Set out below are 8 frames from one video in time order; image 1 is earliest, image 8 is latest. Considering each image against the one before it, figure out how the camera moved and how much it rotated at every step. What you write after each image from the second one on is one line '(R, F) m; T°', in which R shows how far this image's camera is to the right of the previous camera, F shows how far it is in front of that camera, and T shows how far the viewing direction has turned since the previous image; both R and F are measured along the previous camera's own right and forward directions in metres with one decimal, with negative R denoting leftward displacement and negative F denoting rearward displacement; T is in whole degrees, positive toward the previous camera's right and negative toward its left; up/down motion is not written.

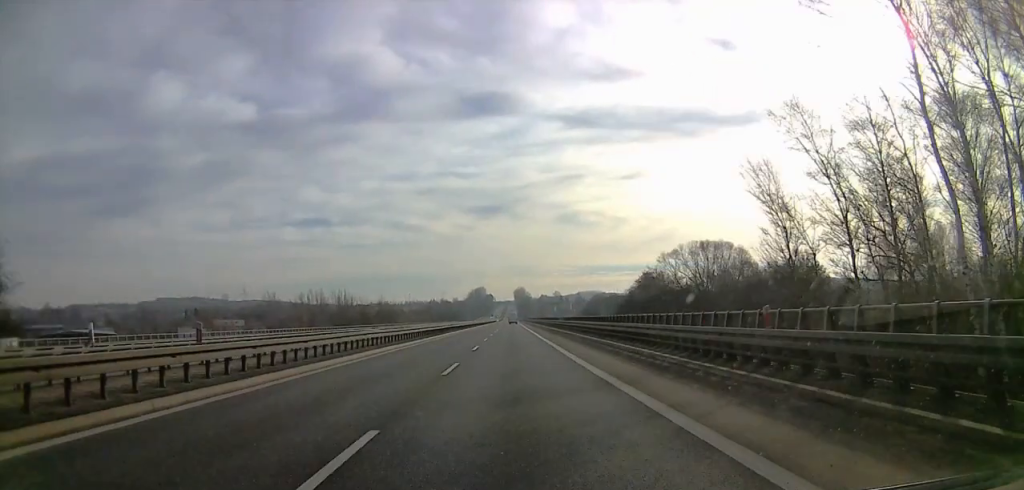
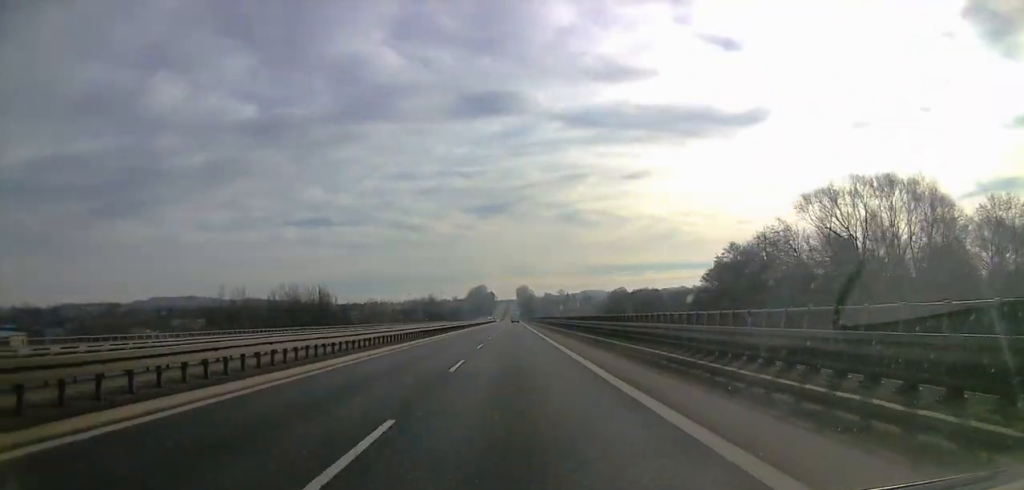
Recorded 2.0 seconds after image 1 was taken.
(-1.2, +45.4) m; -2°
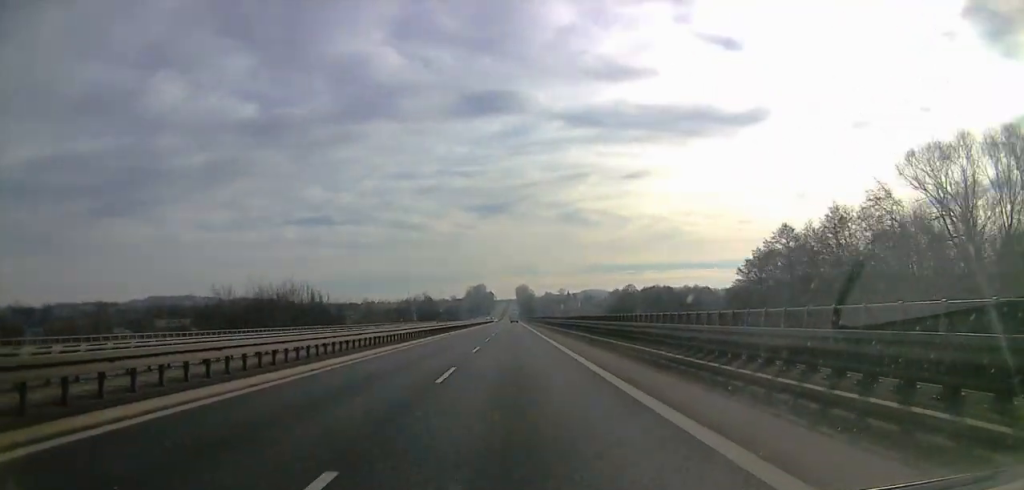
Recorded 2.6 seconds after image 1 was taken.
(0.0, +14.9) m; +1°
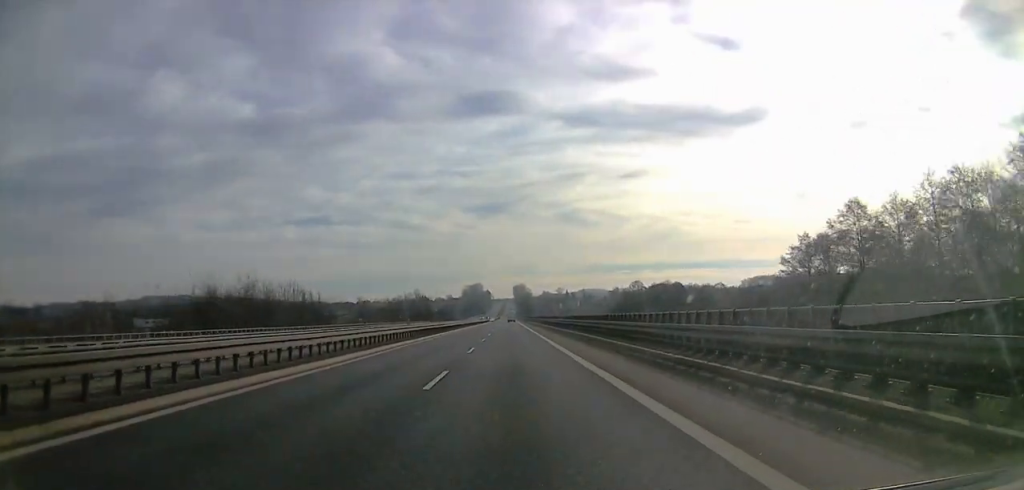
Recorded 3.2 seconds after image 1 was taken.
(+0.2, +14.1) m; +1°
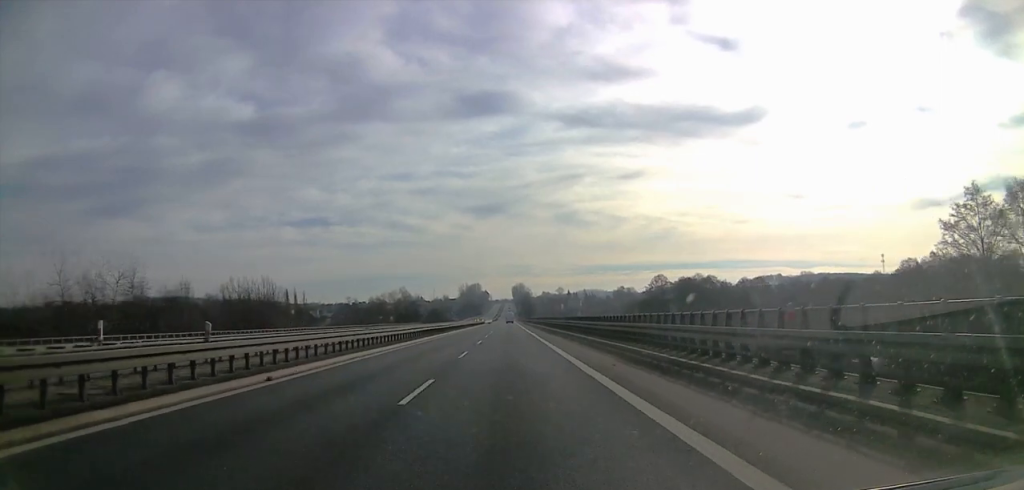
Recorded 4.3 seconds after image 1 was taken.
(+0.2, +25.7) m; 0°
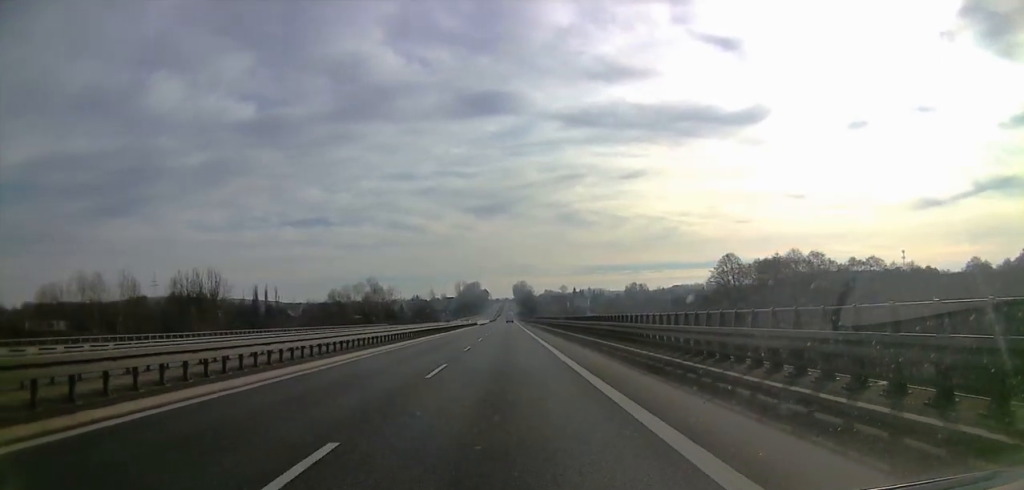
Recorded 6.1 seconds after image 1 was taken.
(0.0, +43.2) m; 0°
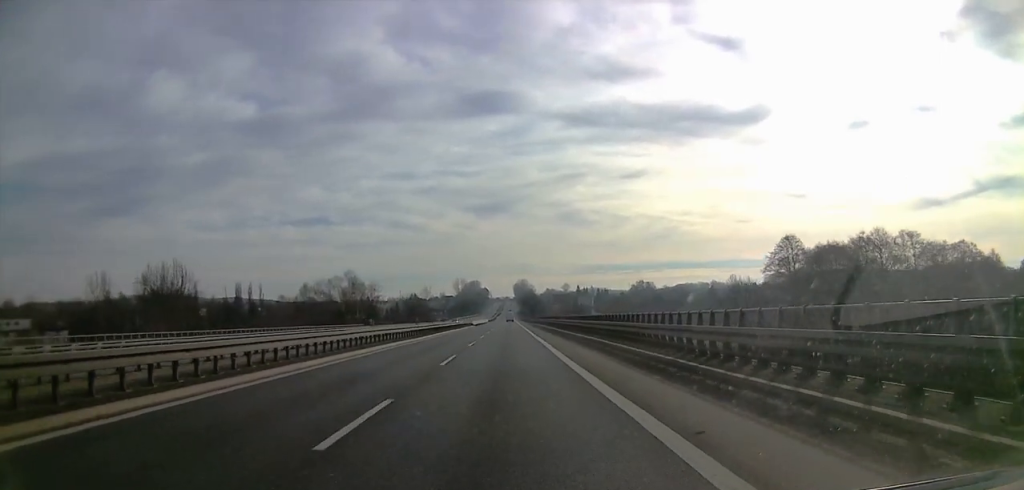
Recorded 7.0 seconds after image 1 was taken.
(0.0, +20.4) m; 0°
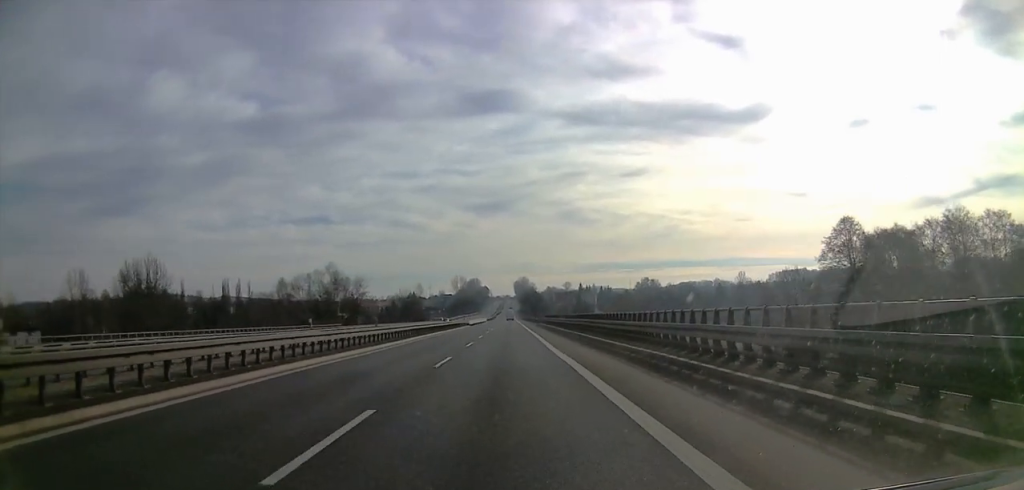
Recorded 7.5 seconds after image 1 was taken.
(0.0, +13.0) m; 0°
